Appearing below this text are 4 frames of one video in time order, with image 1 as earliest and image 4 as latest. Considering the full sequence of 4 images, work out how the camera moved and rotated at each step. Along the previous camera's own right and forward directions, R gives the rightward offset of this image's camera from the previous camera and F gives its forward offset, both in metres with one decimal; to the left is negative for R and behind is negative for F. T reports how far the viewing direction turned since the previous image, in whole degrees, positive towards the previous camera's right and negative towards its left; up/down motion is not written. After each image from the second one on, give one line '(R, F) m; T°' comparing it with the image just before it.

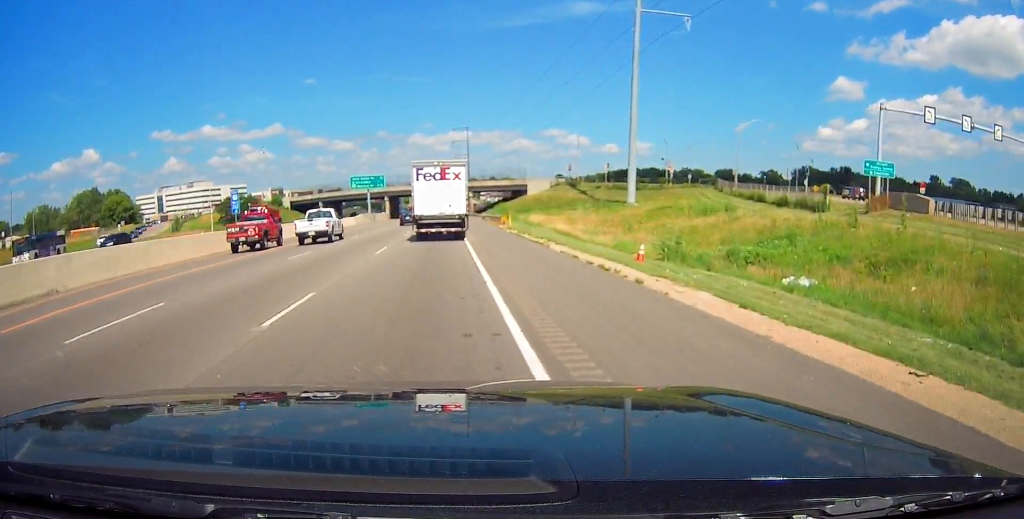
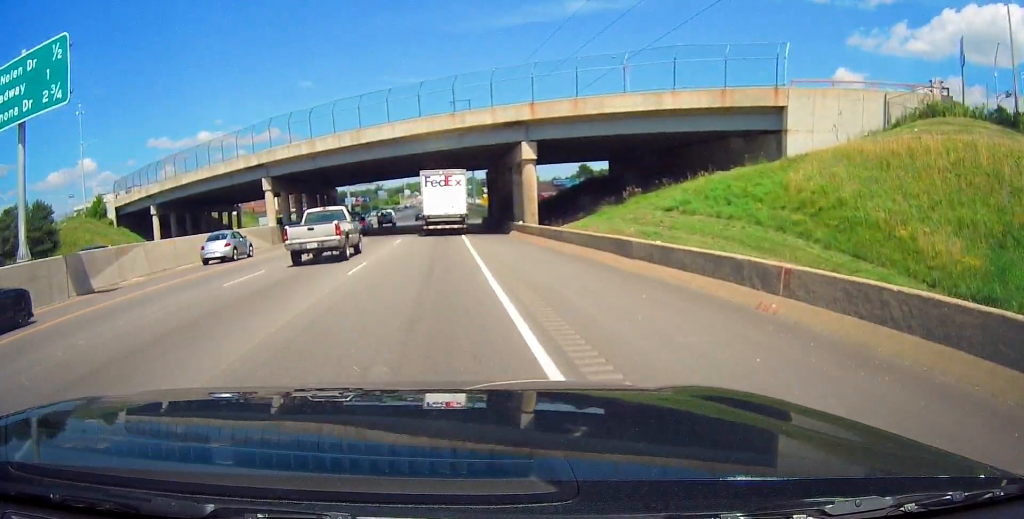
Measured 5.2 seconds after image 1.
(+3.0, +97.7) m; +2°
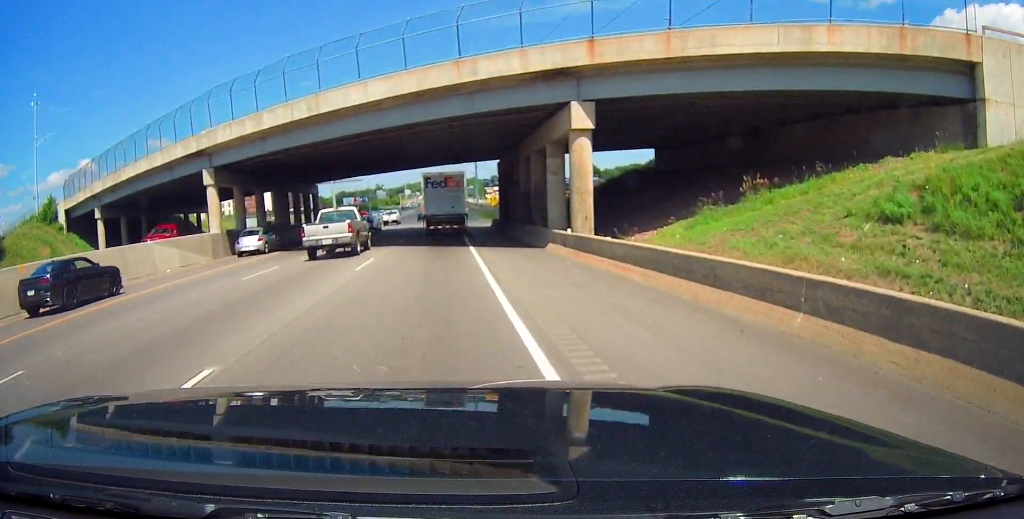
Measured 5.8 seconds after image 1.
(+0.1, +13.5) m; 0°
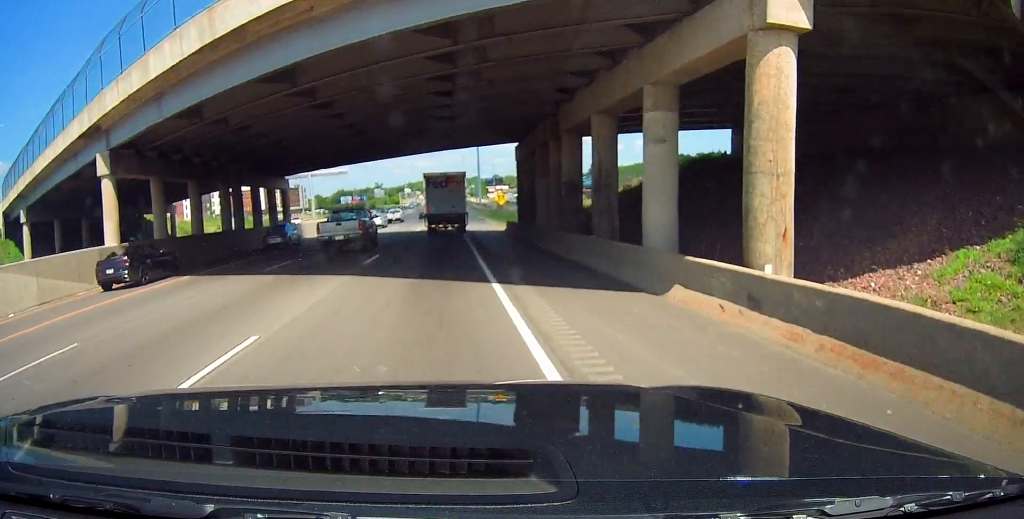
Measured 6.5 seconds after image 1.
(-0.2, +13.5) m; -1°
